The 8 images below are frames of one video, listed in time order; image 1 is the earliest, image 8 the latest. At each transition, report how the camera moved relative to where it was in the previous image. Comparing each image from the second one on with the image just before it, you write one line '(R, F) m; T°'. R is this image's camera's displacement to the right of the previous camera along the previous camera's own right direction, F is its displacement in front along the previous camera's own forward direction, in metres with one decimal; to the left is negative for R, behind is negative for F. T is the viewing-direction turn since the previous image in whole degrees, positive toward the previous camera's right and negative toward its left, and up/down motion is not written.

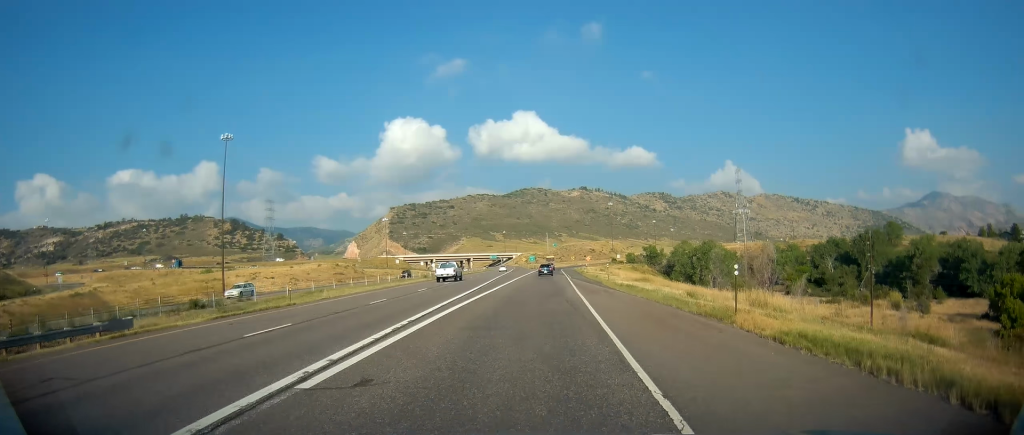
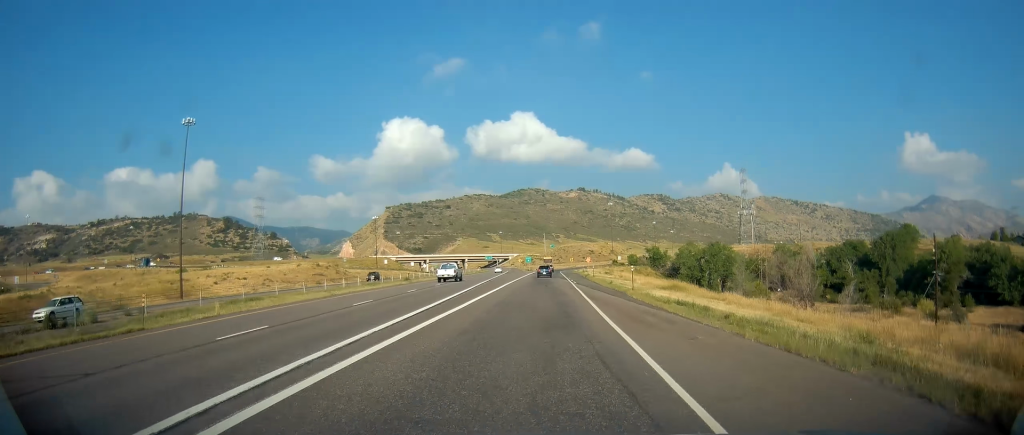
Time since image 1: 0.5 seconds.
(-0.1, +12.8) m; 0°
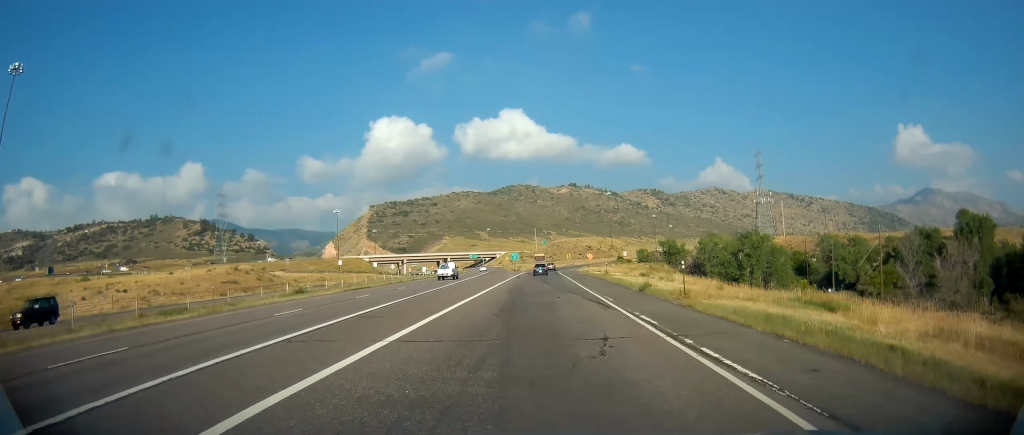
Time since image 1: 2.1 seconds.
(+0.3, +40.5) m; +1°
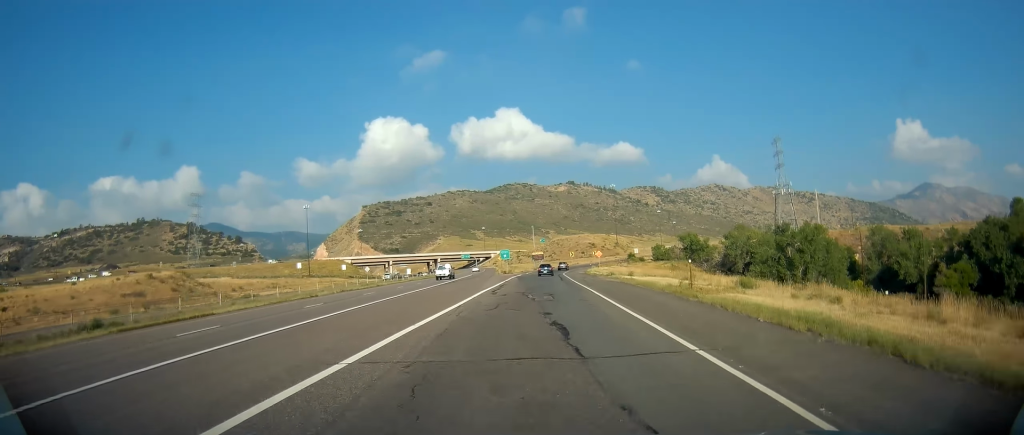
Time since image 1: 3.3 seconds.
(+0.3, +29.1) m; +1°
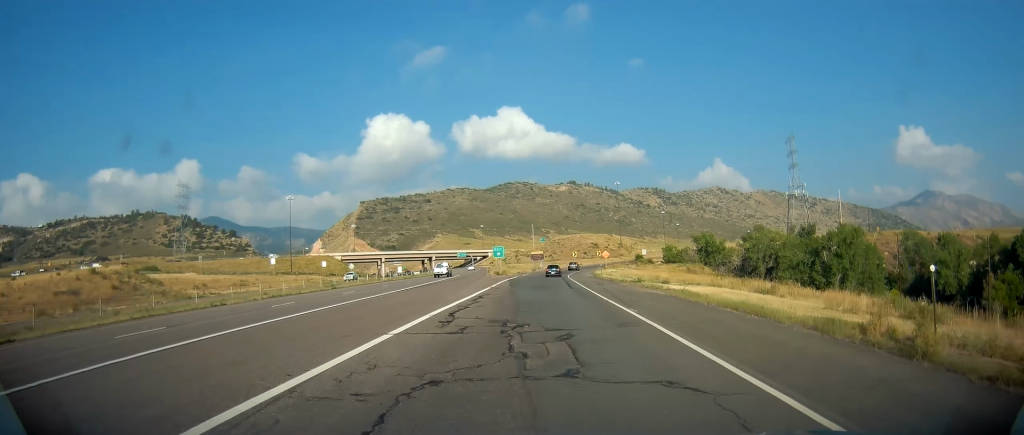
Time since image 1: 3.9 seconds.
(0.0, +14.8) m; 0°
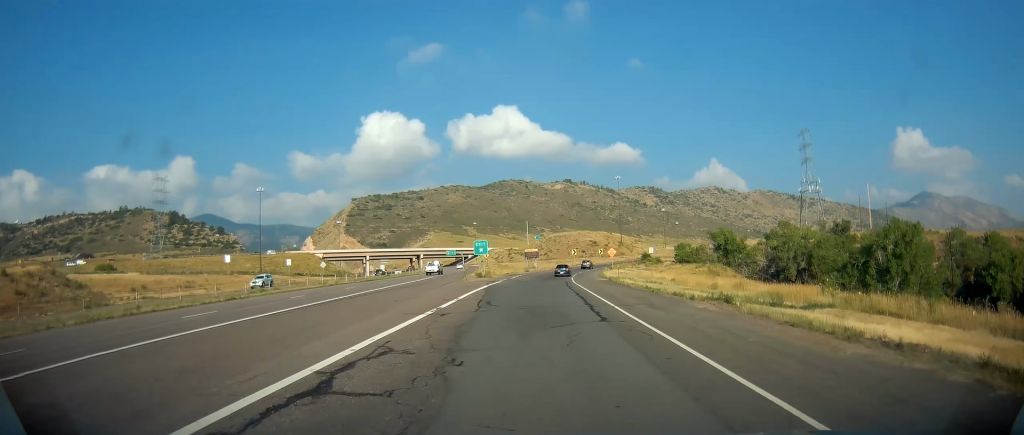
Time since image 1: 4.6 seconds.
(0.0, +18.5) m; 0°
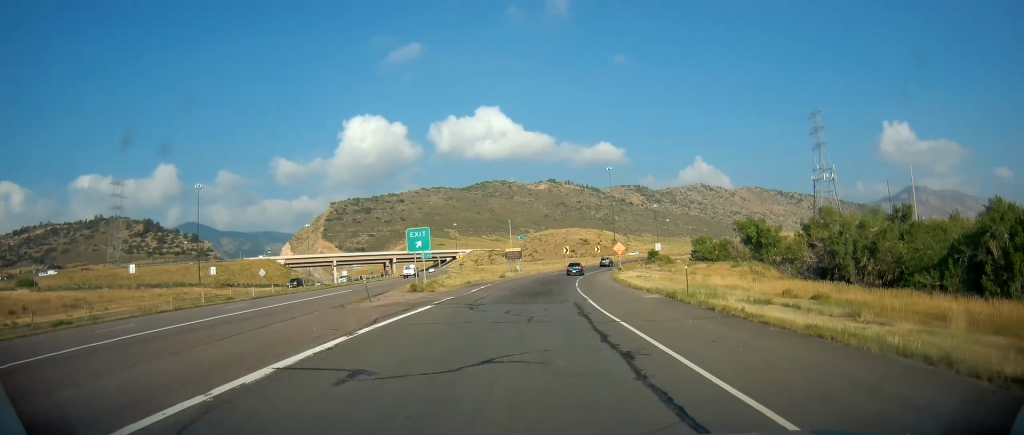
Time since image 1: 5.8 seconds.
(0.0, +26.9) m; +2°
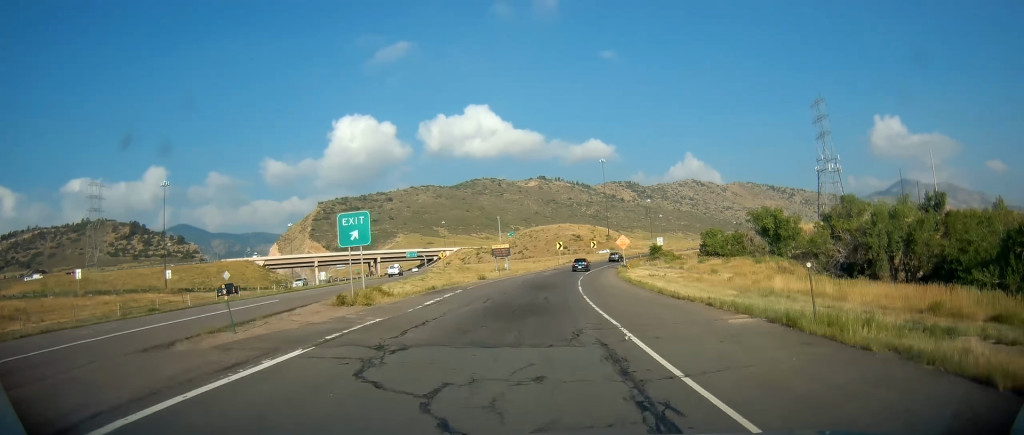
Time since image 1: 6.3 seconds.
(+0.3, +11.7) m; +1°
